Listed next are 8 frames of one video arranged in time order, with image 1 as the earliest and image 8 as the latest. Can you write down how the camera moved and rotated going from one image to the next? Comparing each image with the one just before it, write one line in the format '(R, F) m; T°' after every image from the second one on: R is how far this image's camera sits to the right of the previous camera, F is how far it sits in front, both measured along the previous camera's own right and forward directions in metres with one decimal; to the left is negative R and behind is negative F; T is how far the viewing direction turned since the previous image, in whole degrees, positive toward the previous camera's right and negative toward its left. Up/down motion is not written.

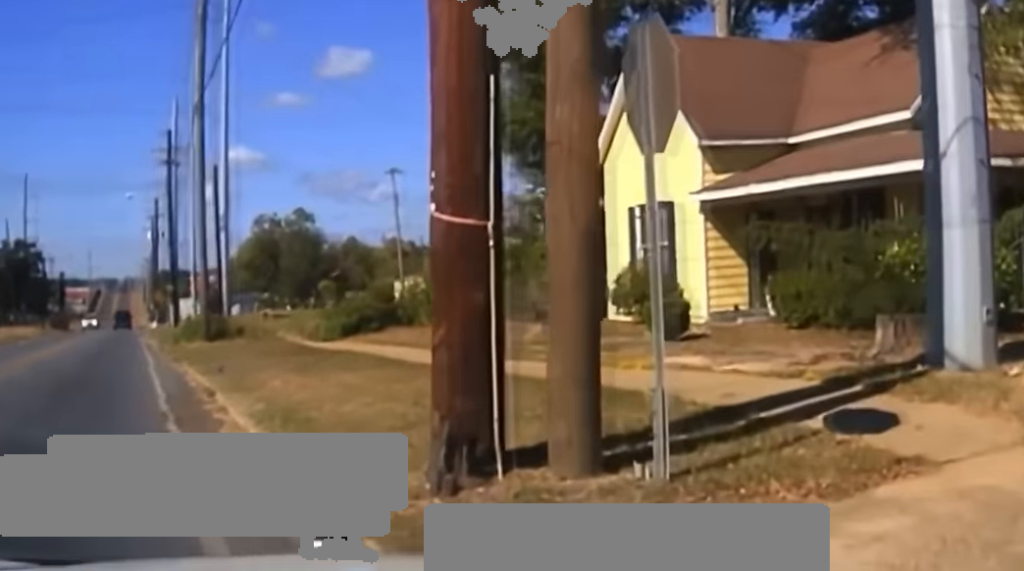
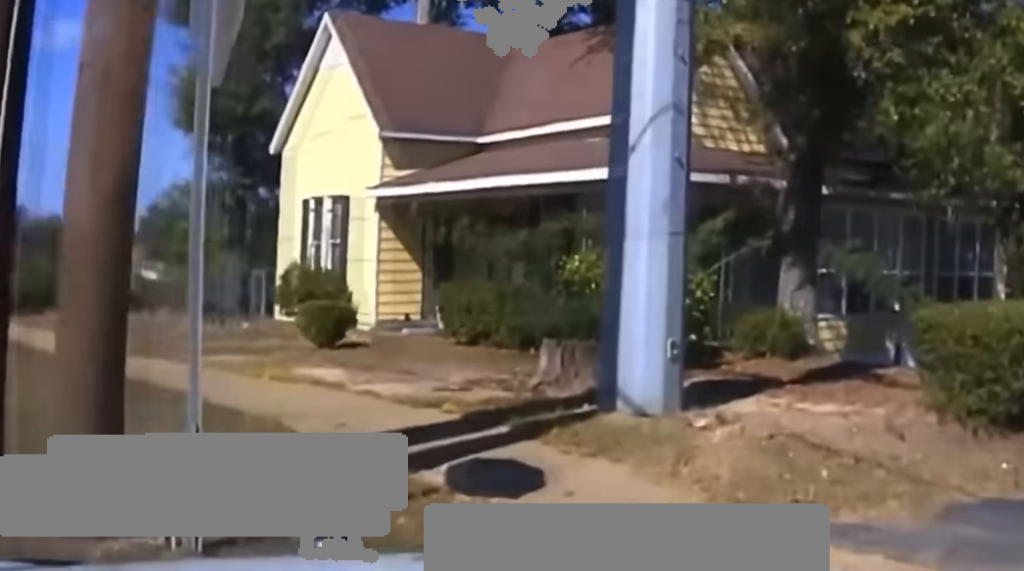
(+0.4, +2.1) m; +19°
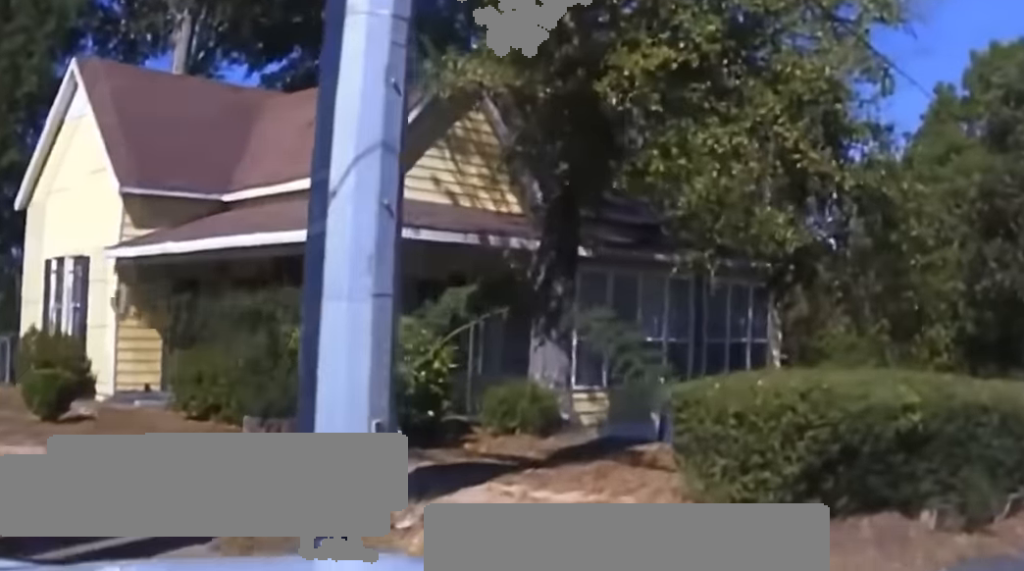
(+0.3, +1.8) m; +9°
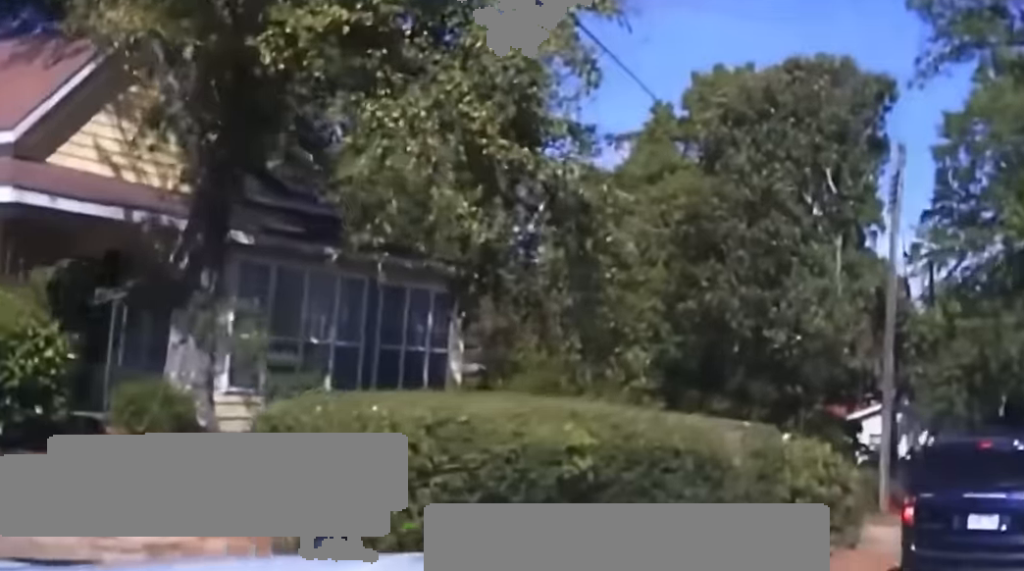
(+0.2, +2.4) m; +9°
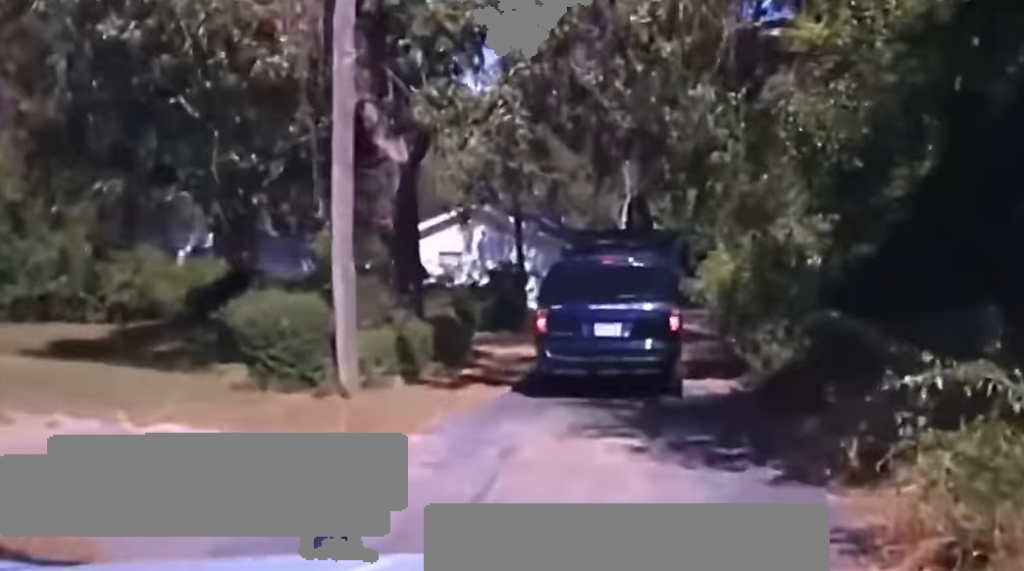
(+0.8, +13.9) m; -4°
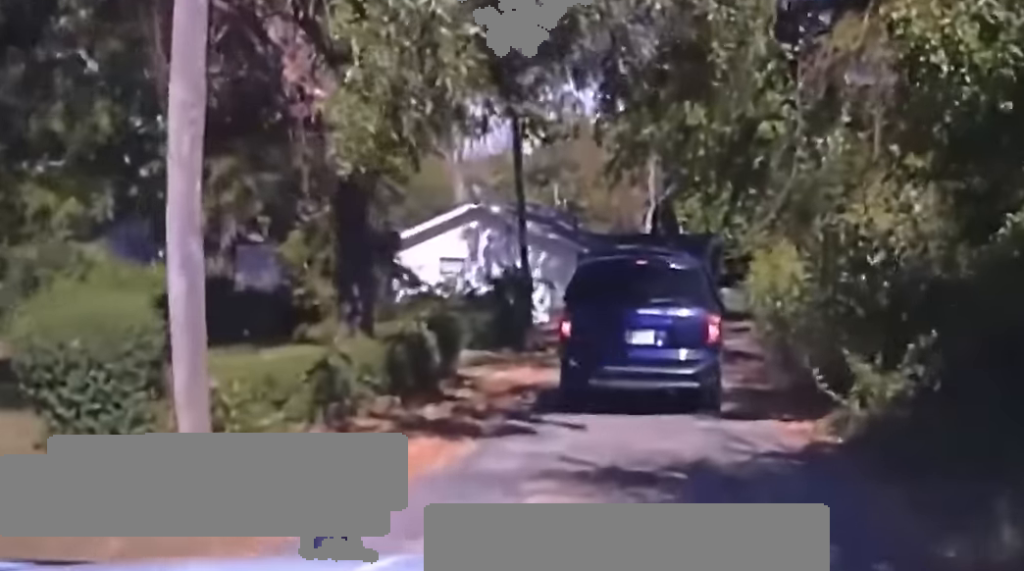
(-0.3, +4.7) m; -6°
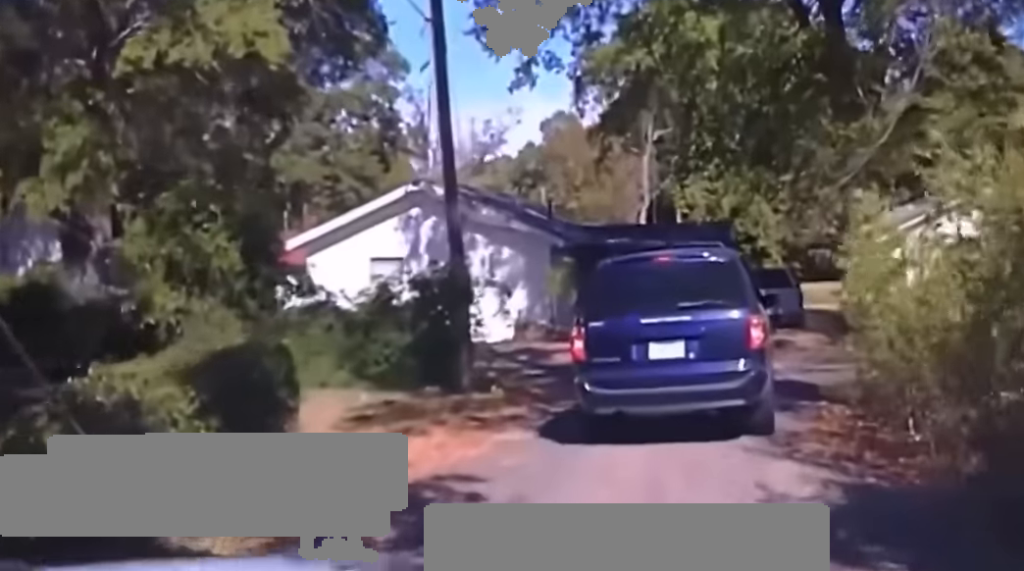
(-0.1, +8.5) m; +8°
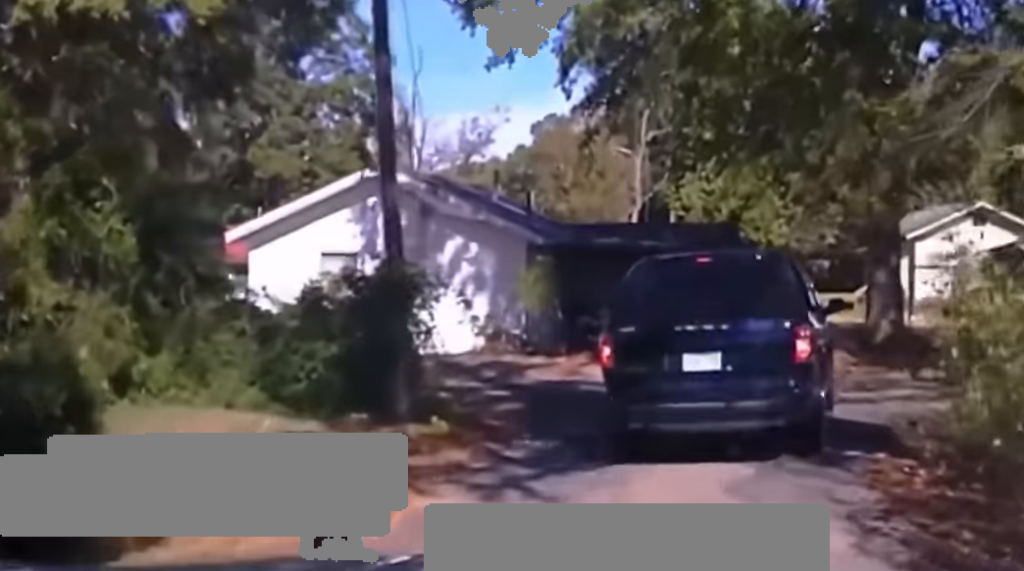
(+0.5, +3.3) m; +4°
